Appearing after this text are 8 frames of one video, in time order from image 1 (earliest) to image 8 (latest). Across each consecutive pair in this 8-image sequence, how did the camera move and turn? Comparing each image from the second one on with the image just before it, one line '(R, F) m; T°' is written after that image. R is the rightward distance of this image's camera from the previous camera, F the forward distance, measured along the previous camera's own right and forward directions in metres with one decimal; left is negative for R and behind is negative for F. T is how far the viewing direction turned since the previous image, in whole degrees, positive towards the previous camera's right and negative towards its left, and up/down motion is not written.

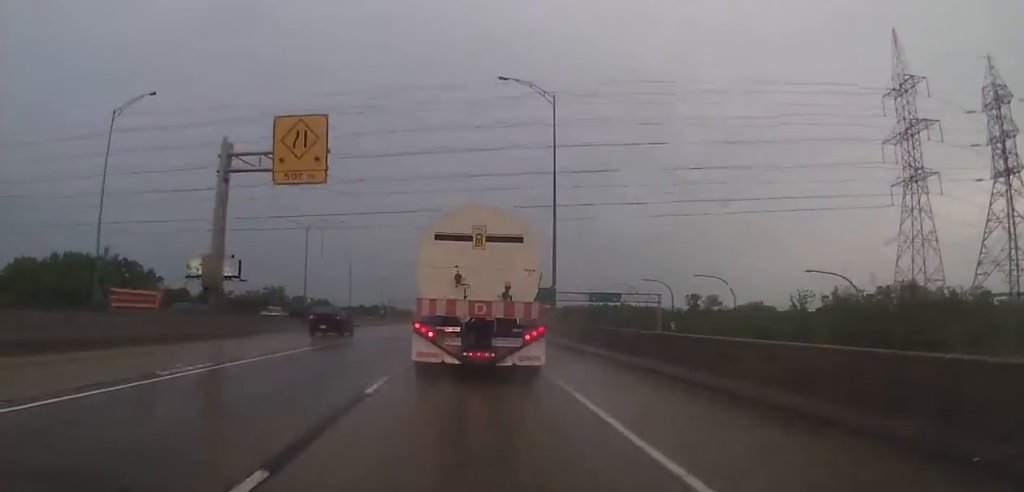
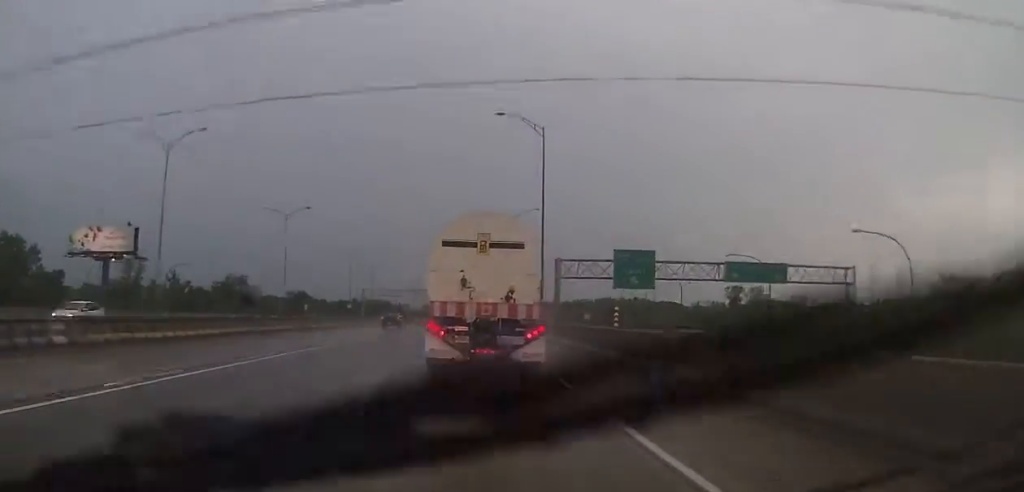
(-0.7, +56.0) m; -1°
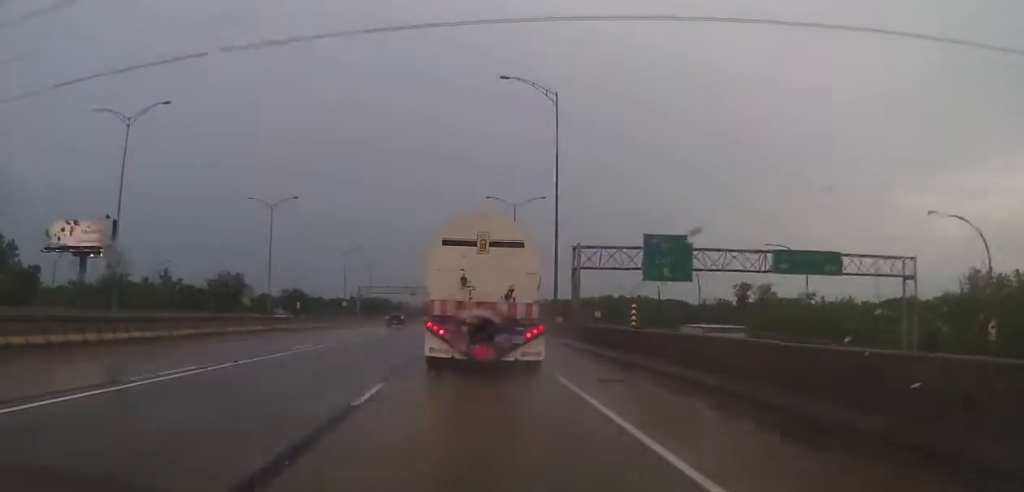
(0.0, +8.1) m; +1°
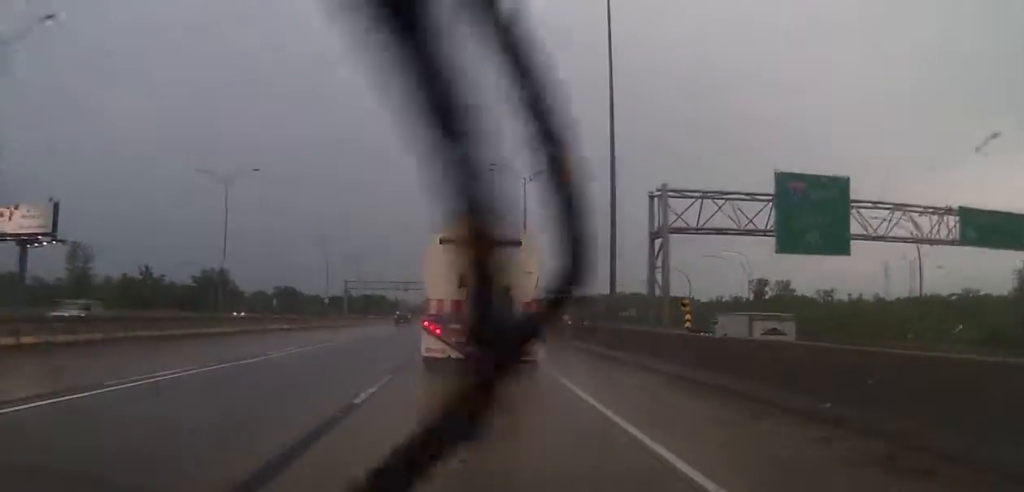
(+0.3, +17.8) m; 0°
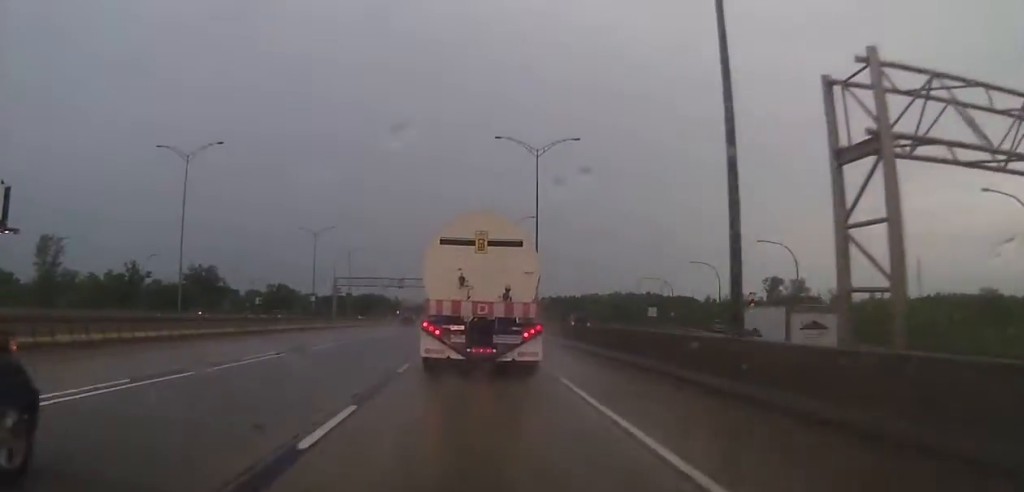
(-0.1, +12.3) m; -1°
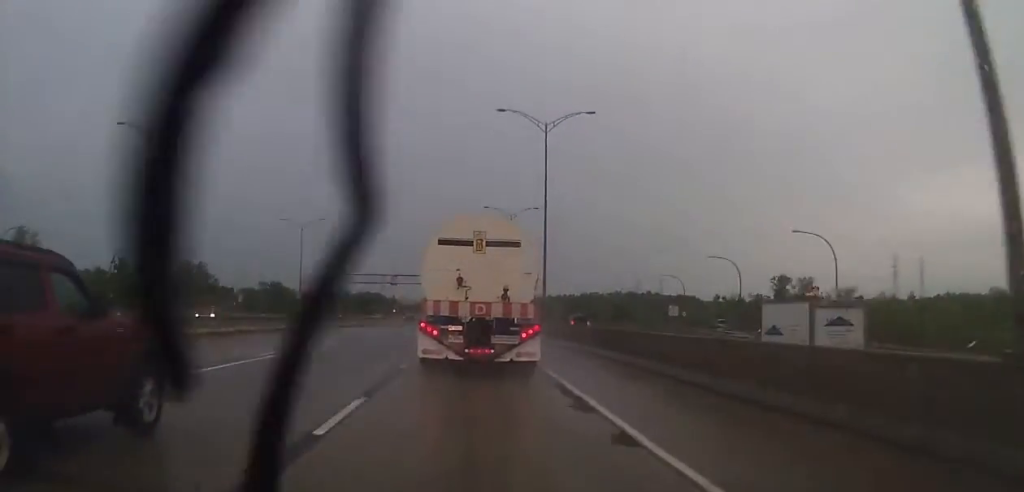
(-0.2, +8.2) m; 0°
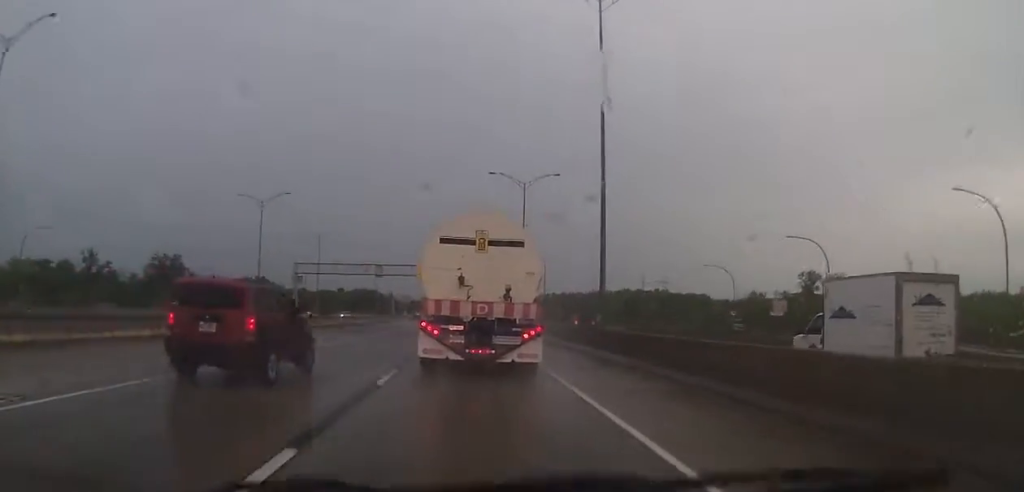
(+0.1, +22.4) m; +1°
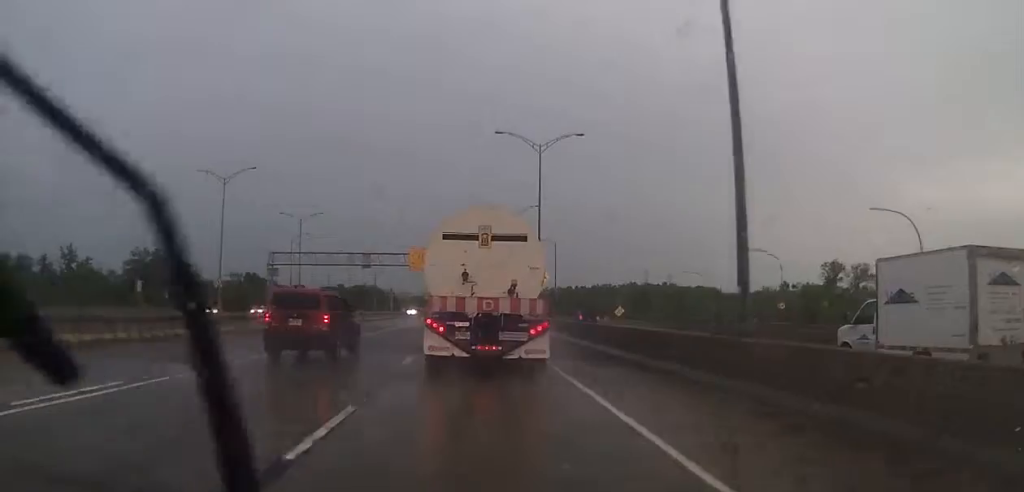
(+0.2, +14.9) m; 0°
